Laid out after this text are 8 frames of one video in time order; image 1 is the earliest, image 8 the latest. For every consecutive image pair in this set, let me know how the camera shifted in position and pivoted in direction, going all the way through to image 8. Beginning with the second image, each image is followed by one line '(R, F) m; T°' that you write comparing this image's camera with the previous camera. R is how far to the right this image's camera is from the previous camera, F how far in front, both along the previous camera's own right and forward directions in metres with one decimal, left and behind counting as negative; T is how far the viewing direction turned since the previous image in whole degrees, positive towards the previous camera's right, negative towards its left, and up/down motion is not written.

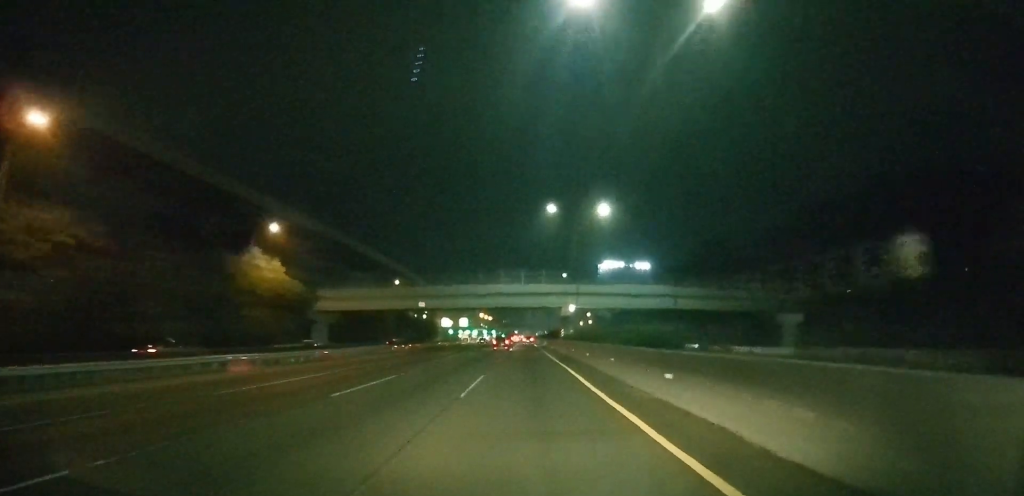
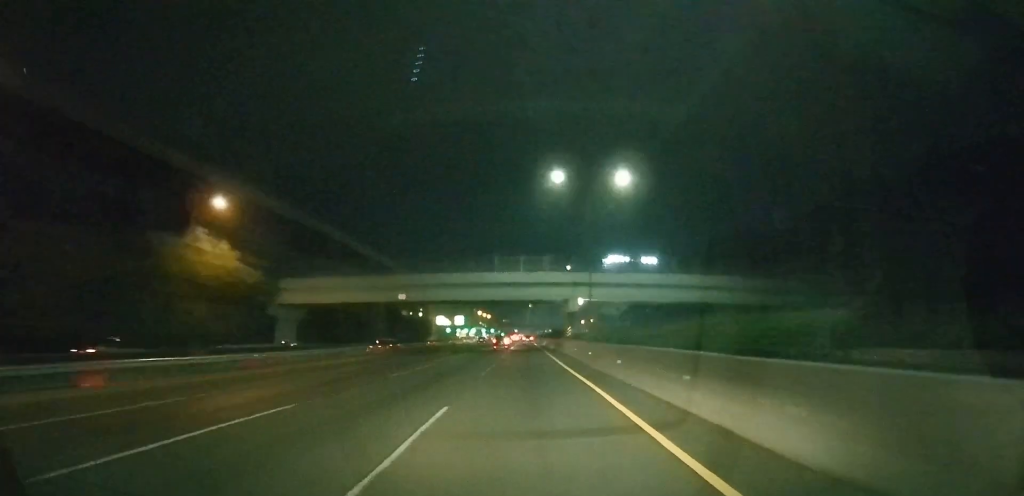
(0.0, +10.7) m; 0°
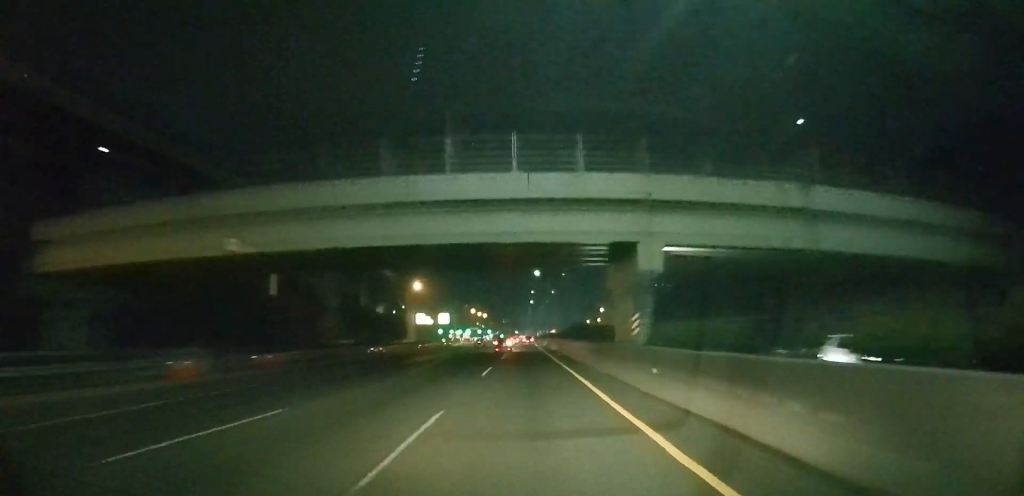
(+0.1, +31.0) m; 0°
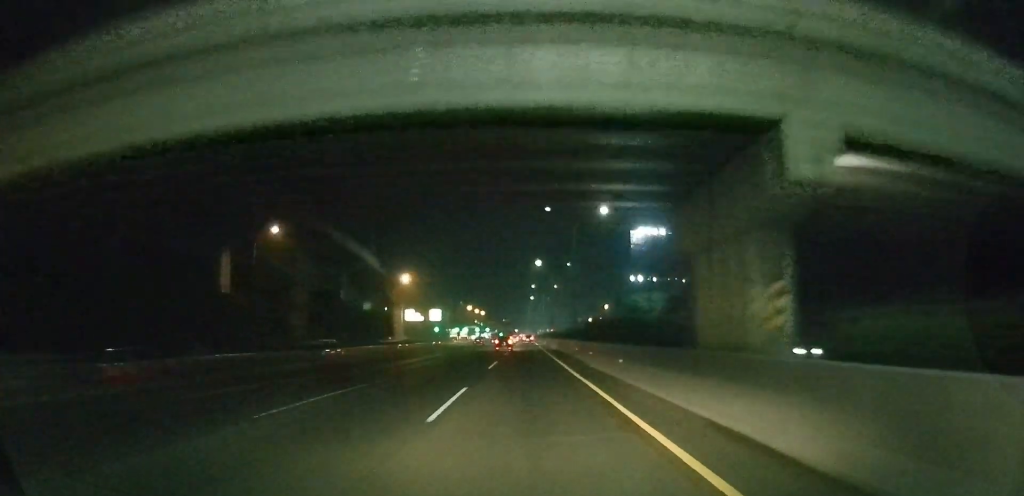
(0.0, +13.3) m; 0°
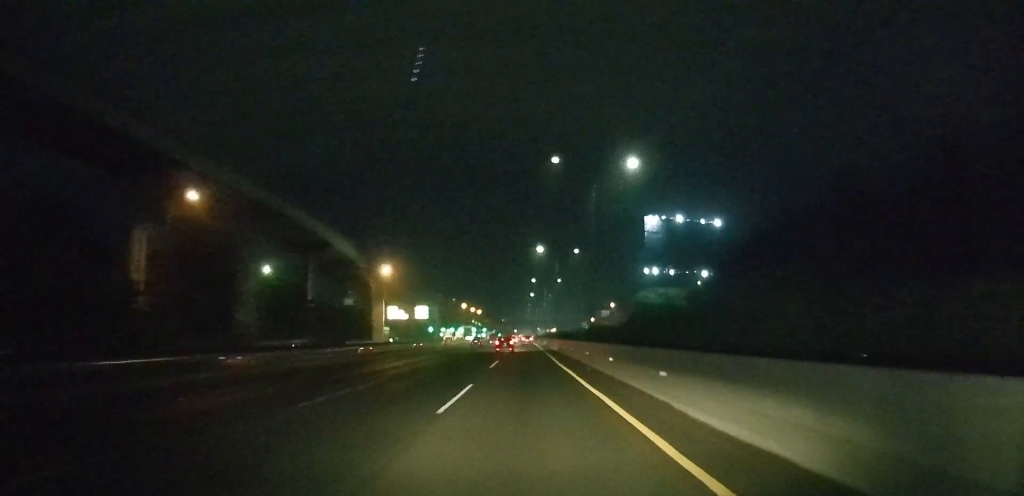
(0.0, +16.5) m; 0°
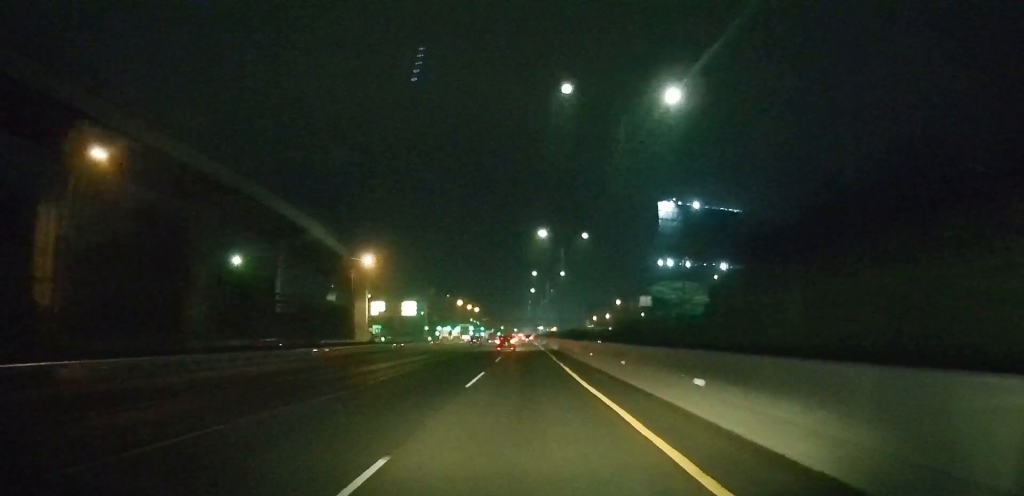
(0.0, +13.2) m; 0°
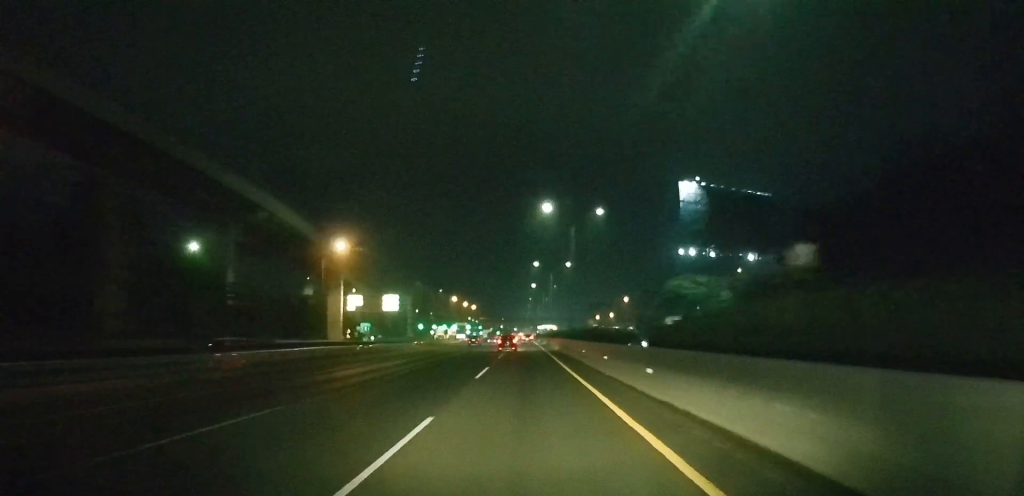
(0.0, +14.5) m; 0°
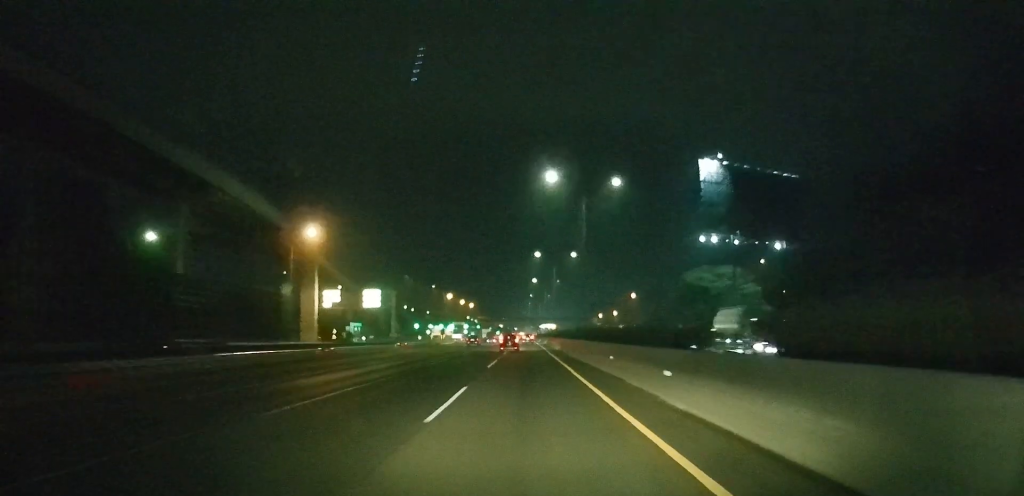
(0.0, +11.8) m; 0°
